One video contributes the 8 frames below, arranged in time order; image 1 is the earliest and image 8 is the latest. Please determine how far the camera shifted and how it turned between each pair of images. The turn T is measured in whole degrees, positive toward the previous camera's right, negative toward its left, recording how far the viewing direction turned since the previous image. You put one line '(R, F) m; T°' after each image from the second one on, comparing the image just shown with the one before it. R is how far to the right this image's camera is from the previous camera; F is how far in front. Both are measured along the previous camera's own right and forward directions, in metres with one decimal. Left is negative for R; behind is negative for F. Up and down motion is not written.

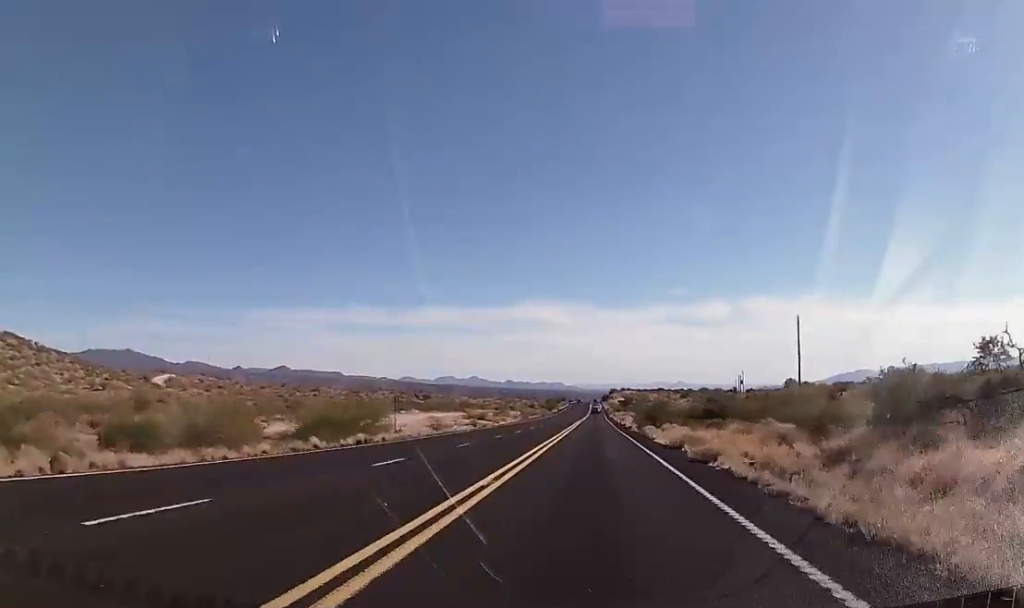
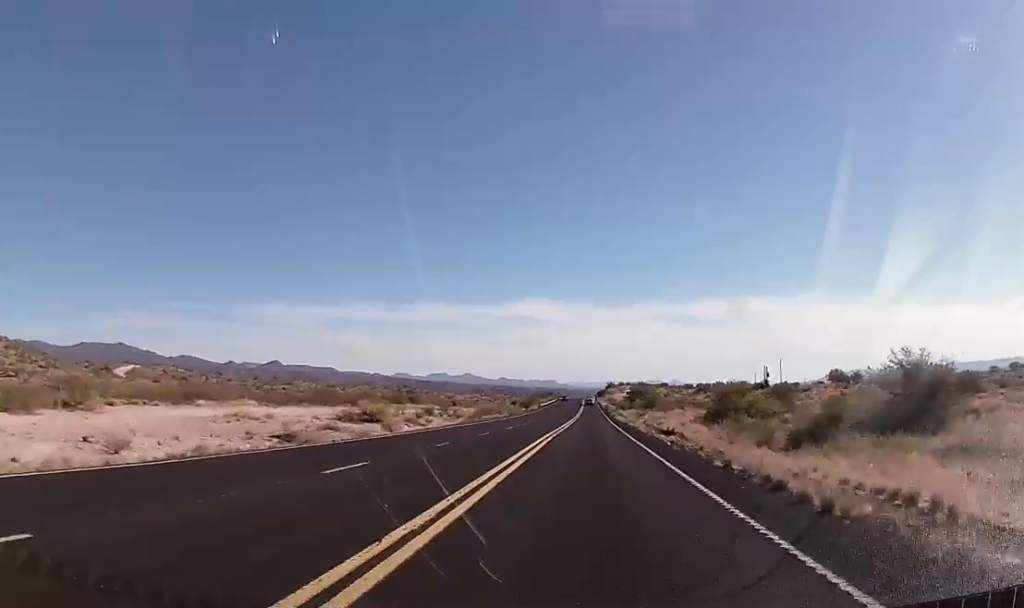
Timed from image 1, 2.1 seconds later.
(+0.4, +66.0) m; 0°
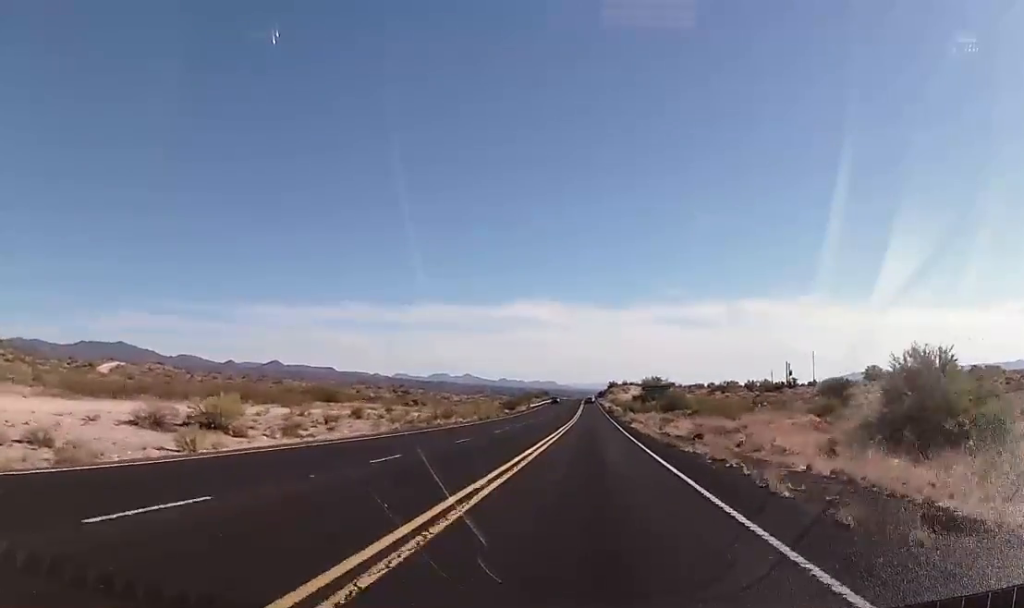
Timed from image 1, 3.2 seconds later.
(-0.4, +32.6) m; 0°
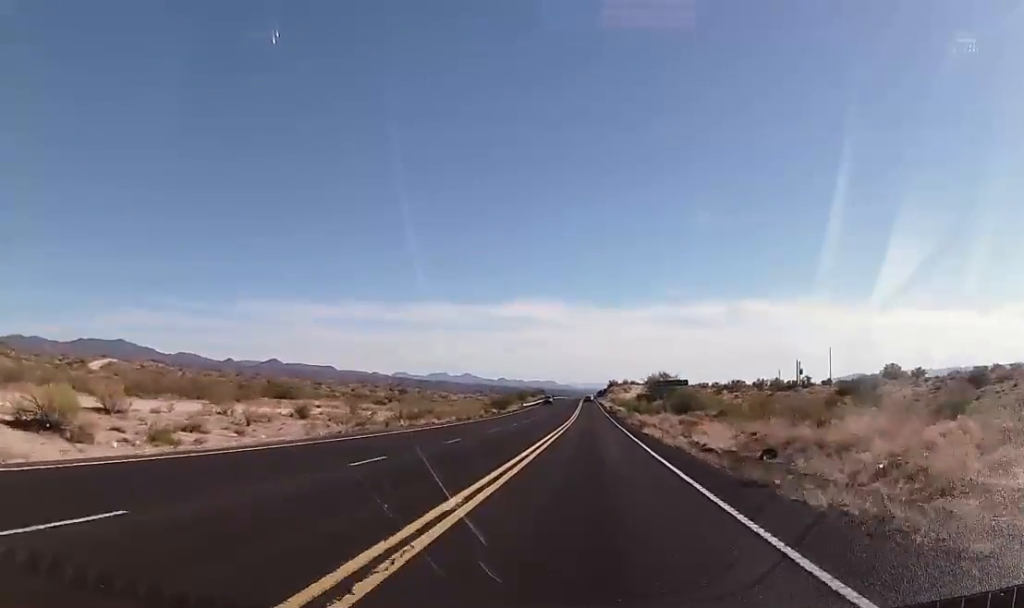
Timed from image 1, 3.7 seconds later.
(0.0, +14.2) m; 0°
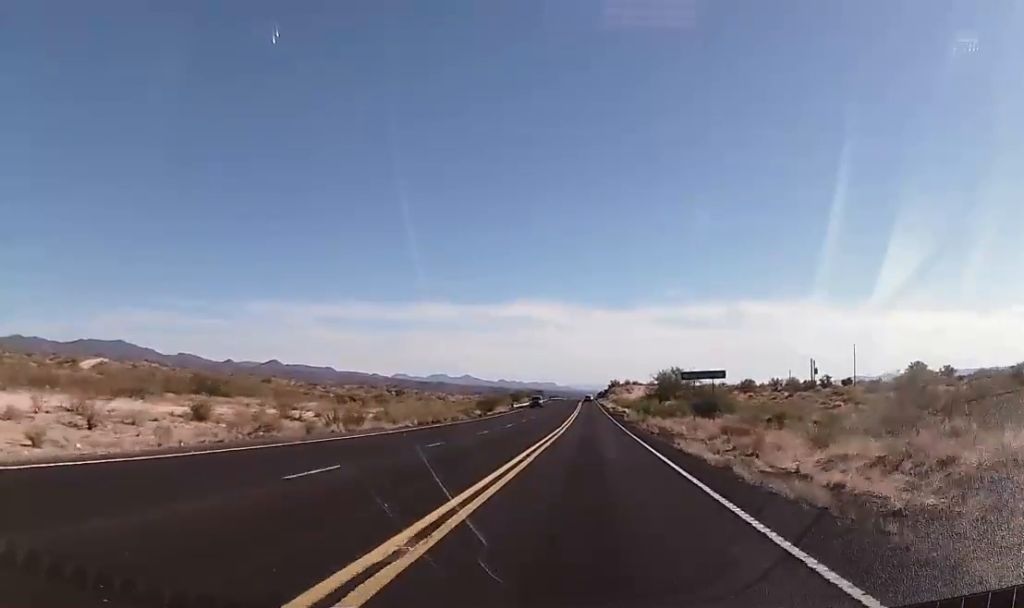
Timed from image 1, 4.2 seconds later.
(+0.2, +16.2) m; 0°
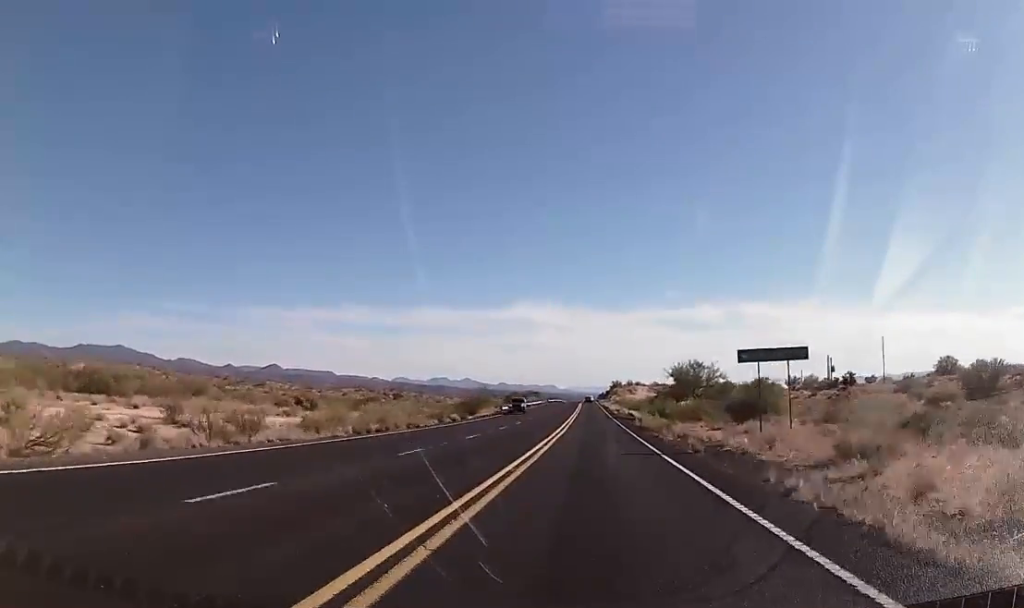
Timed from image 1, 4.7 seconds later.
(0.0, +16.2) m; 0°
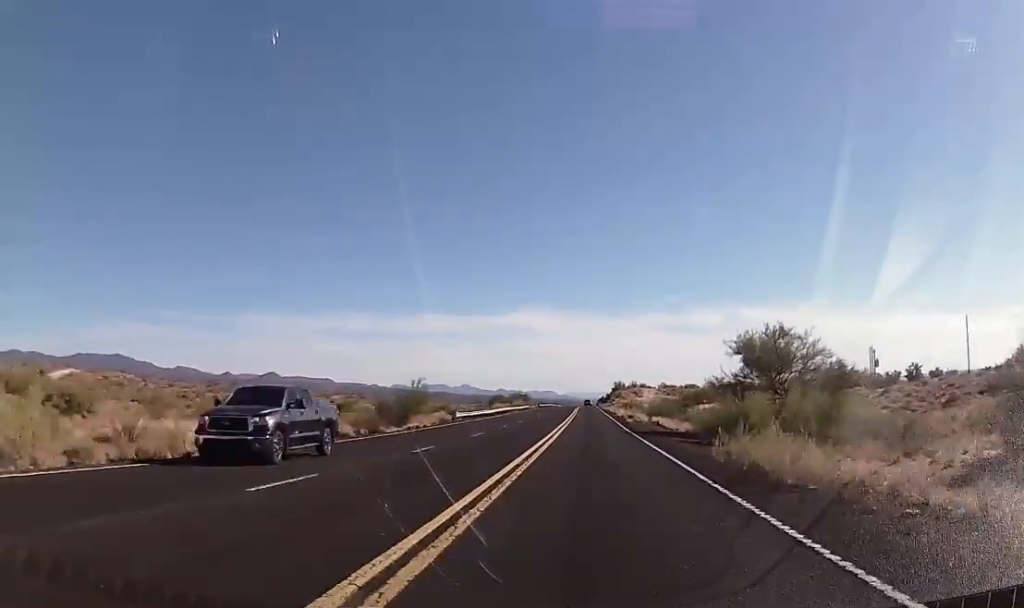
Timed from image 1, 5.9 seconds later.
(0.0, +34.5) m; 0°
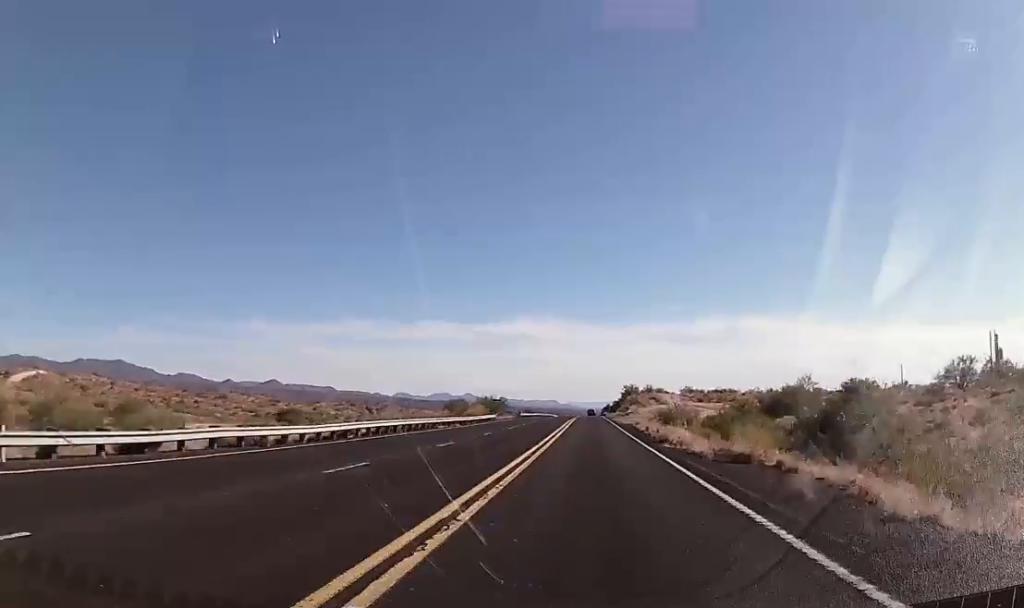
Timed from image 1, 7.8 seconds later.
(-0.3, +57.7) m; -1°
